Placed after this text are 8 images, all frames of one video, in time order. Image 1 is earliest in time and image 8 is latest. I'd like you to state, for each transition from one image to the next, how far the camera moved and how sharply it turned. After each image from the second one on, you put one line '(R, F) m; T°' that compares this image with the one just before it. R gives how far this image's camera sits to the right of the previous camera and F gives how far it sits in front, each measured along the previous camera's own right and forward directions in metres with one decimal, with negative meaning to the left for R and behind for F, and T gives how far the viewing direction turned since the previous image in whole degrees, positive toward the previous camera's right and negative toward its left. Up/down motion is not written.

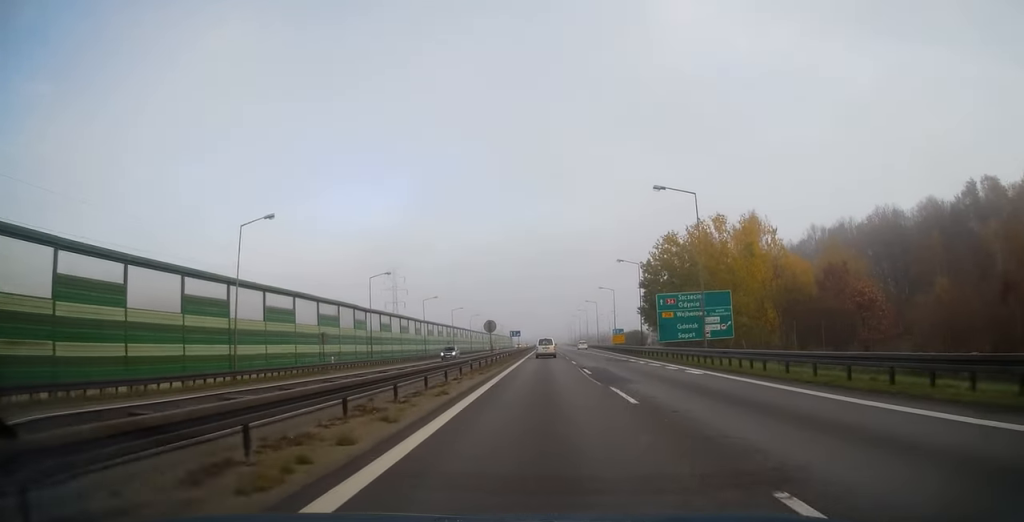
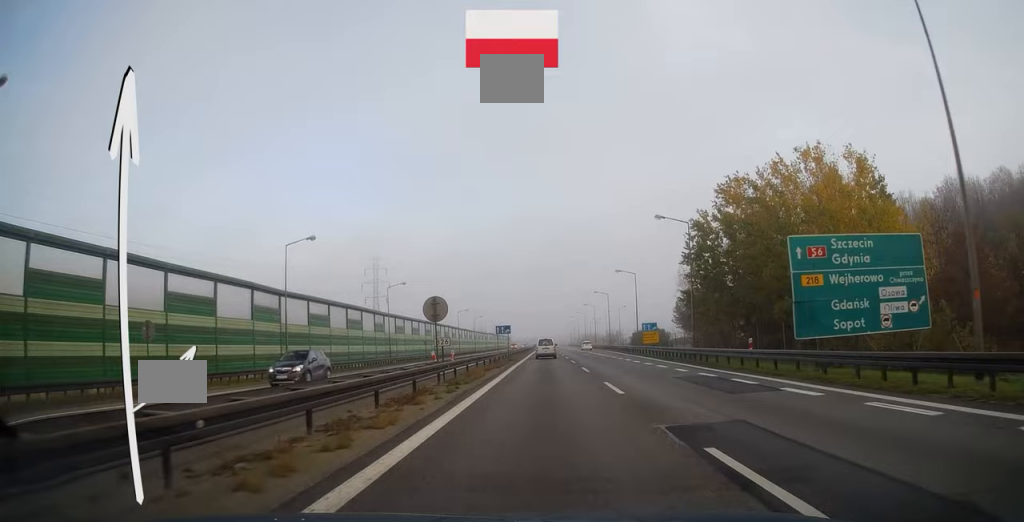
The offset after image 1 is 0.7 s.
(0.0, +21.9) m; 0°
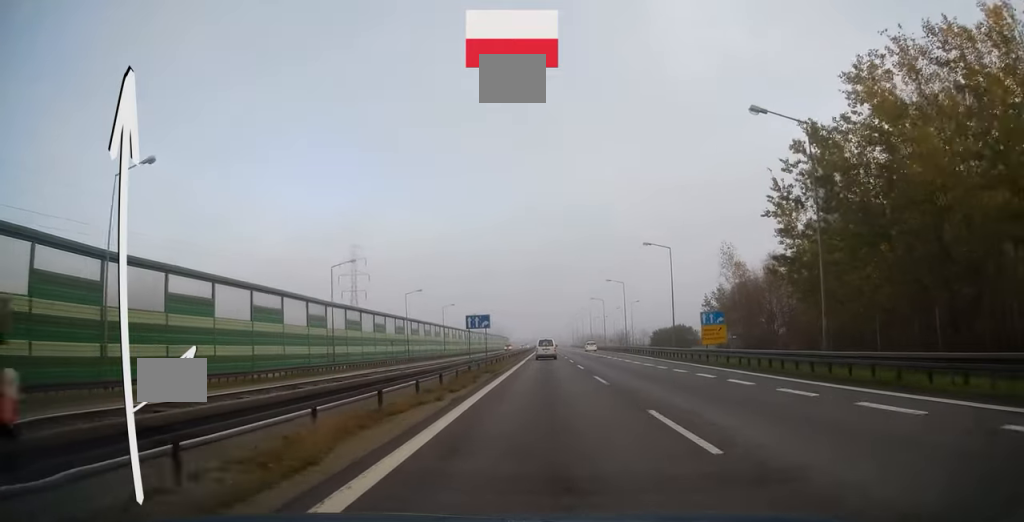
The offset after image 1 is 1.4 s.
(-0.1, +19.8) m; 0°
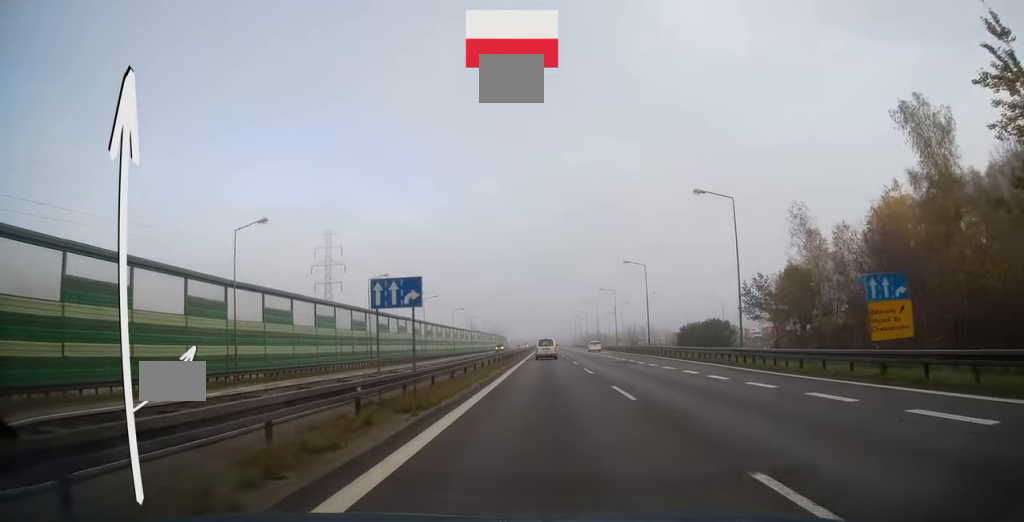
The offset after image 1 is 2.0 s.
(+0.1, +17.7) m; 0°
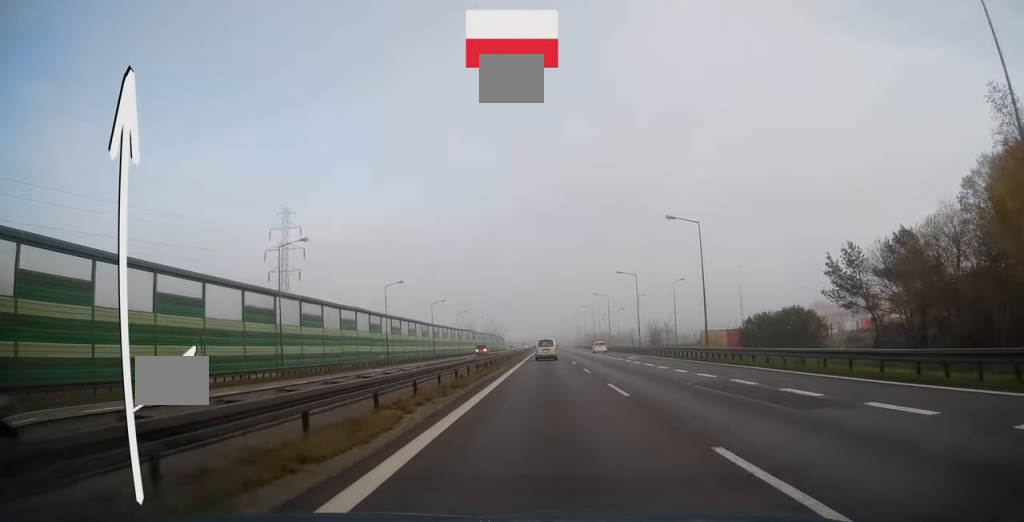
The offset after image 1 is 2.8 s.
(+0.1, +22.6) m; 0°
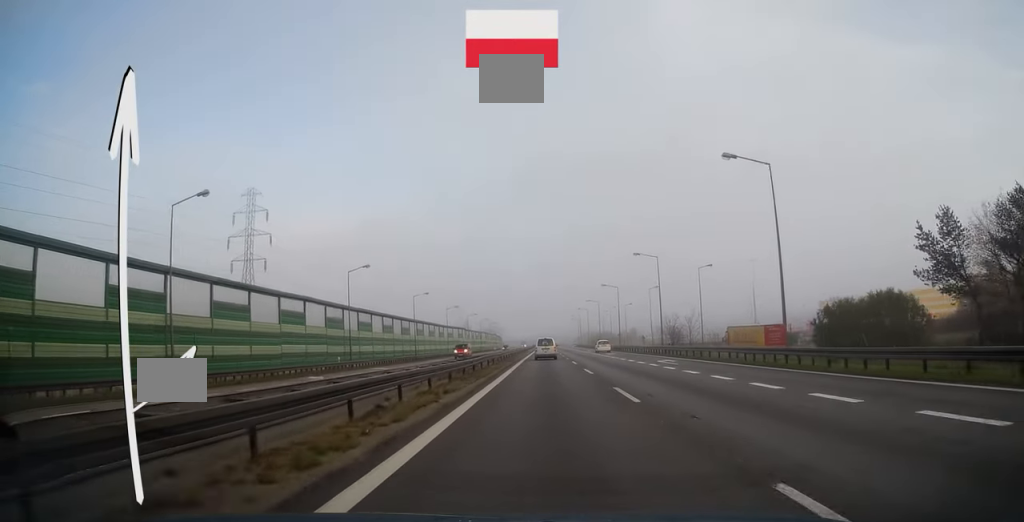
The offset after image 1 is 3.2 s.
(0.0, +13.8) m; 0°
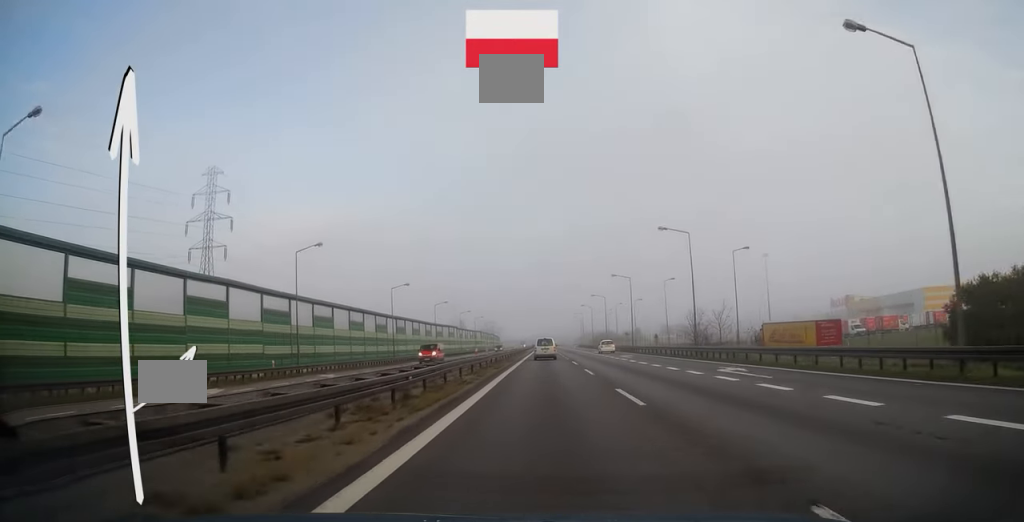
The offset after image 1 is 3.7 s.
(0.0, +12.8) m; 0°
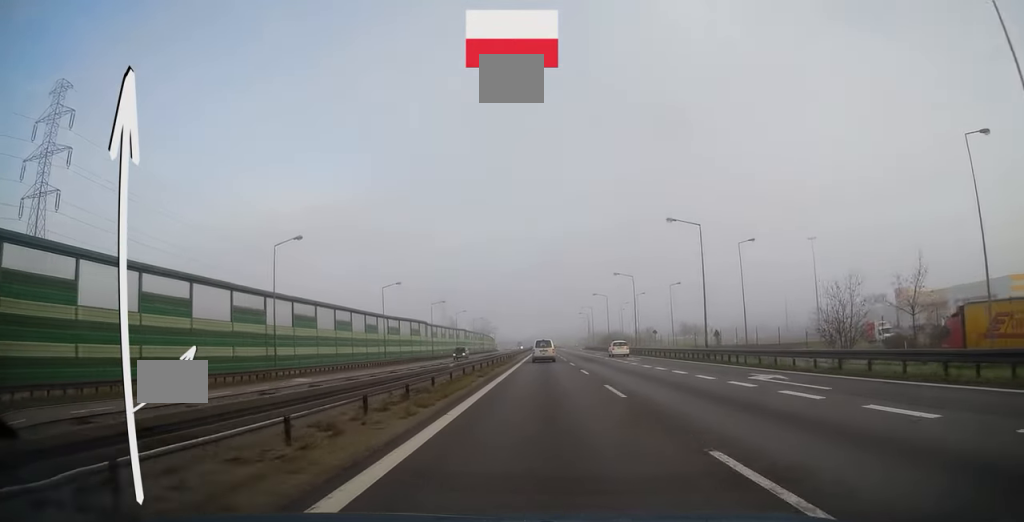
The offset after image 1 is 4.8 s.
(0.0, +34.1) m; 0°
